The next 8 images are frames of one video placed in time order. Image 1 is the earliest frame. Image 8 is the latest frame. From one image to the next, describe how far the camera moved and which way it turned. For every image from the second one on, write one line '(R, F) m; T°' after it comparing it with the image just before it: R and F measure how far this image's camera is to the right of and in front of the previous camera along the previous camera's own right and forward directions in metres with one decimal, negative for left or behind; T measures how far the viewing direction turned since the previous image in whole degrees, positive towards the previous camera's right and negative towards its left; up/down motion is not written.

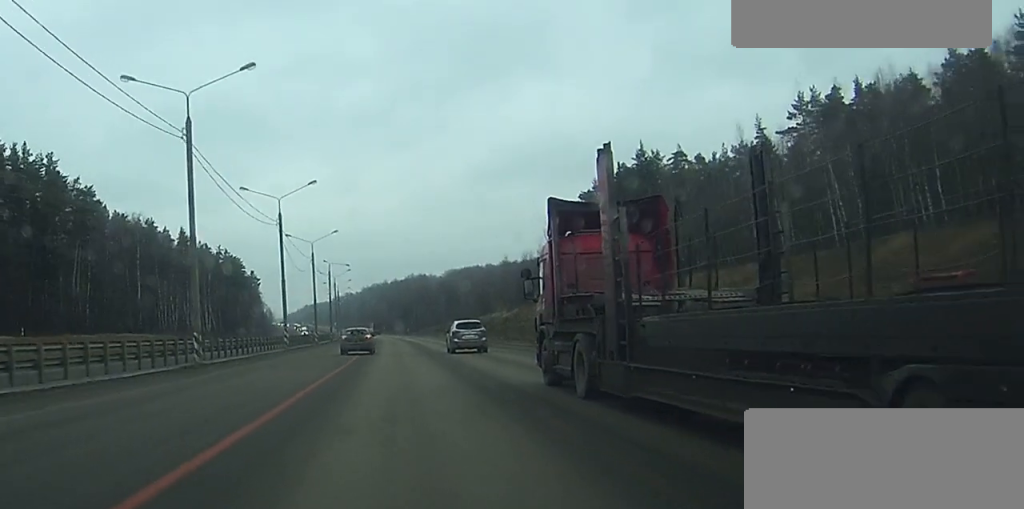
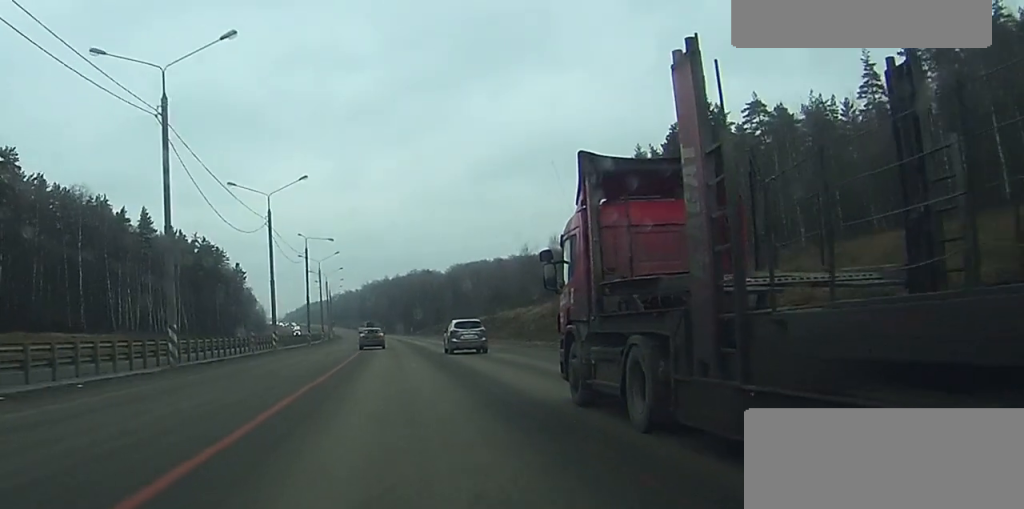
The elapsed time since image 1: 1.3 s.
(-0.1, +36.6) m; 0°
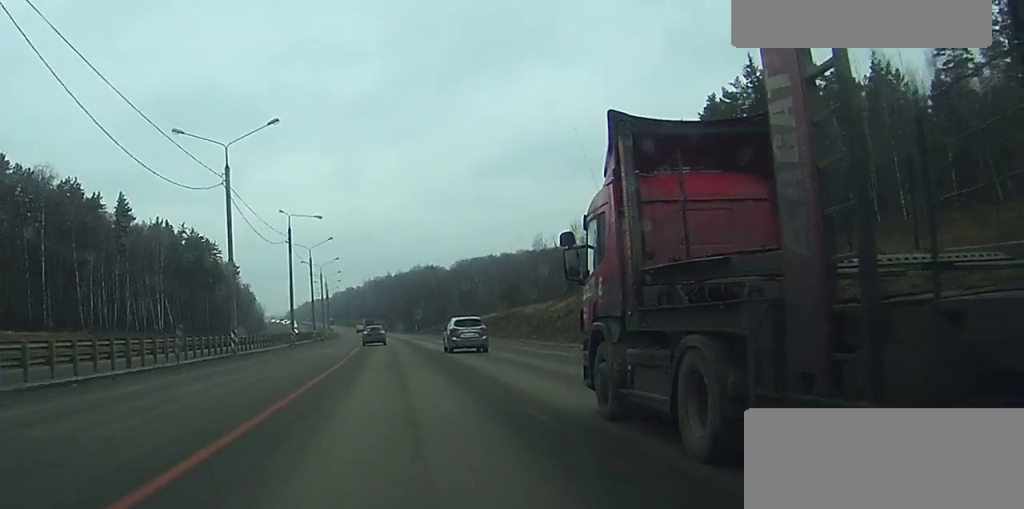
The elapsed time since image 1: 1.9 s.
(-0.1, +18.0) m; 0°
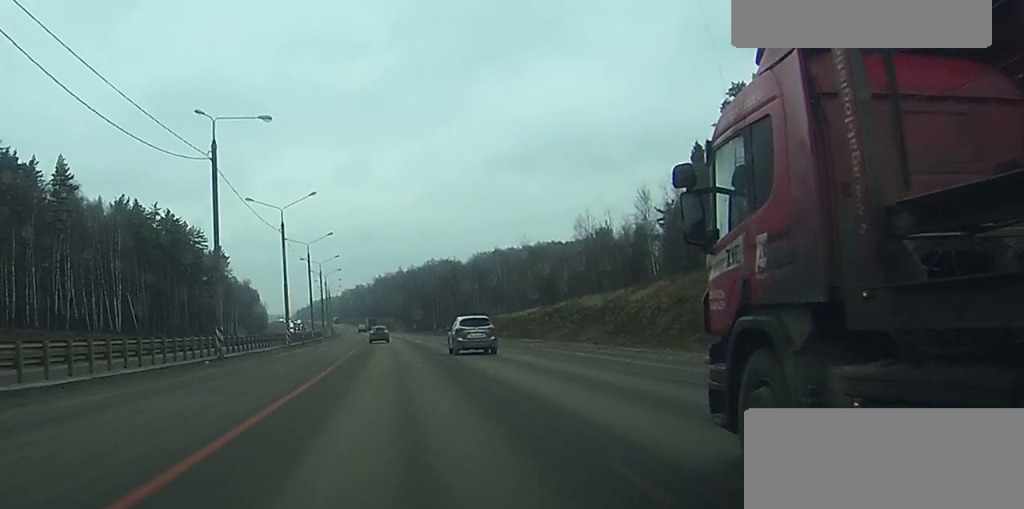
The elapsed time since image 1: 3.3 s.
(-0.1, +38.1) m; 0°
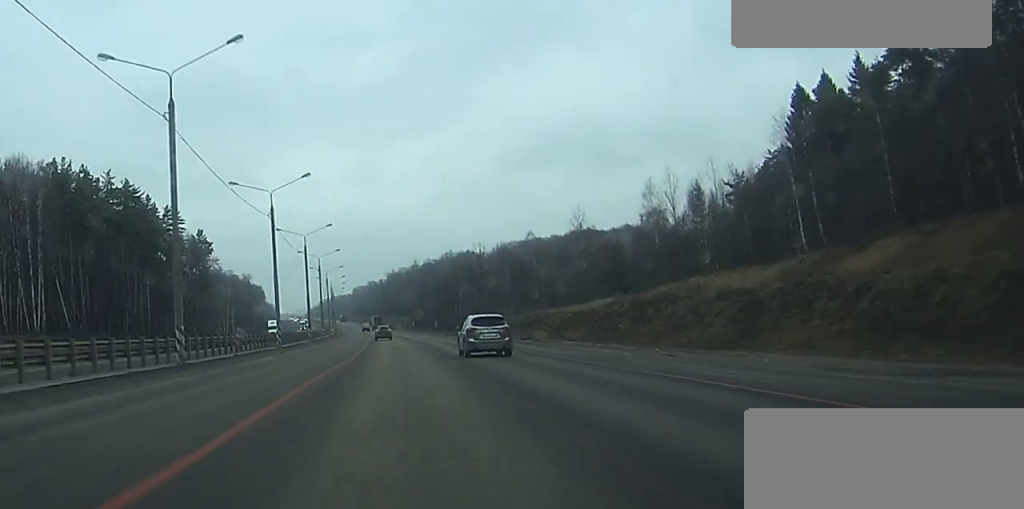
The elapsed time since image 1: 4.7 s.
(-0.2, +42.3) m; 0°
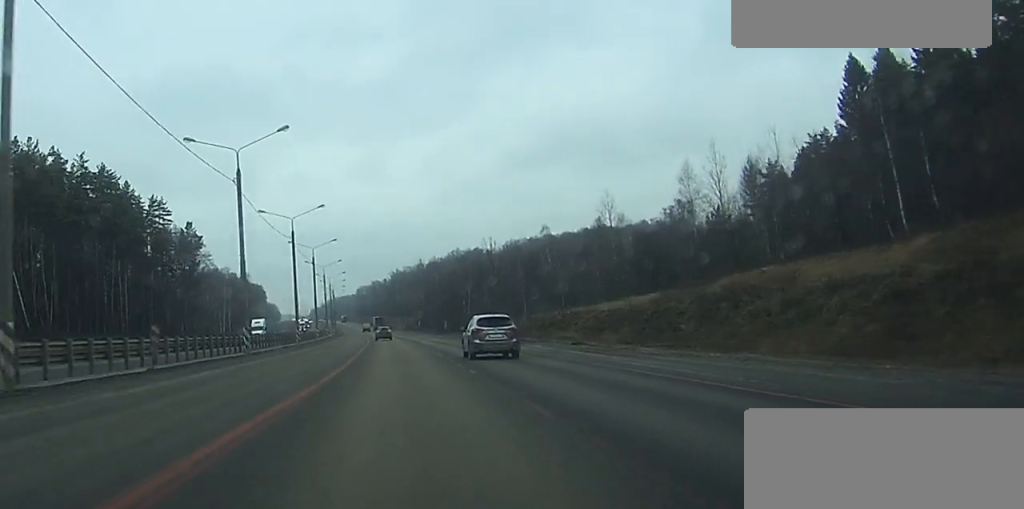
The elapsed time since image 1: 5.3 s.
(0.0, +16.4) m; 0°
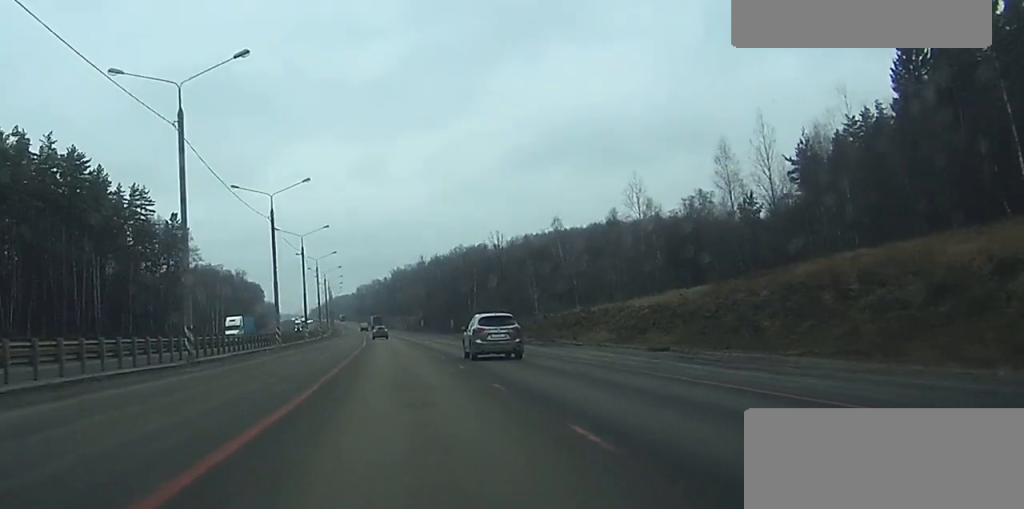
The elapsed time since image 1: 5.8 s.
(0.0, +14.5) m; 0°
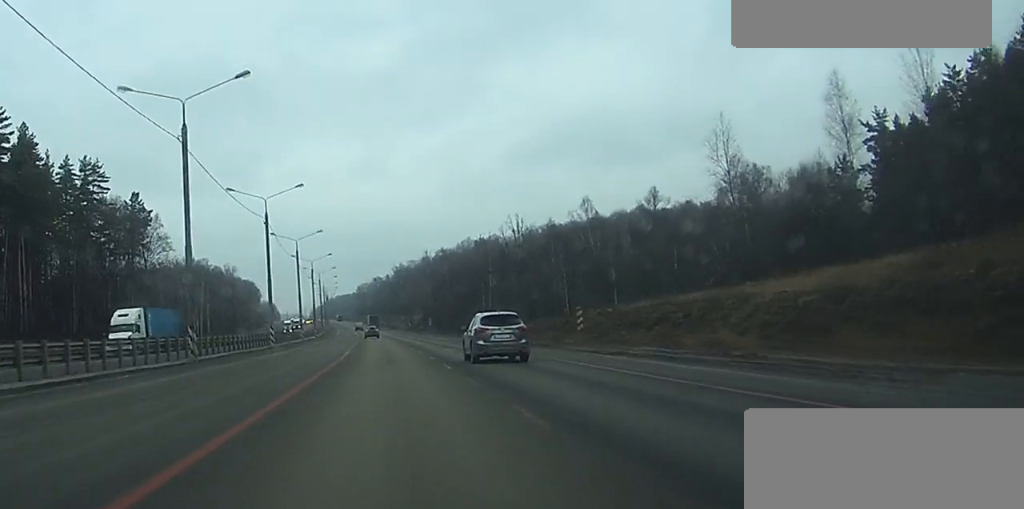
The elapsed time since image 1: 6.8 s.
(-0.1, +30.1) m; 0°
